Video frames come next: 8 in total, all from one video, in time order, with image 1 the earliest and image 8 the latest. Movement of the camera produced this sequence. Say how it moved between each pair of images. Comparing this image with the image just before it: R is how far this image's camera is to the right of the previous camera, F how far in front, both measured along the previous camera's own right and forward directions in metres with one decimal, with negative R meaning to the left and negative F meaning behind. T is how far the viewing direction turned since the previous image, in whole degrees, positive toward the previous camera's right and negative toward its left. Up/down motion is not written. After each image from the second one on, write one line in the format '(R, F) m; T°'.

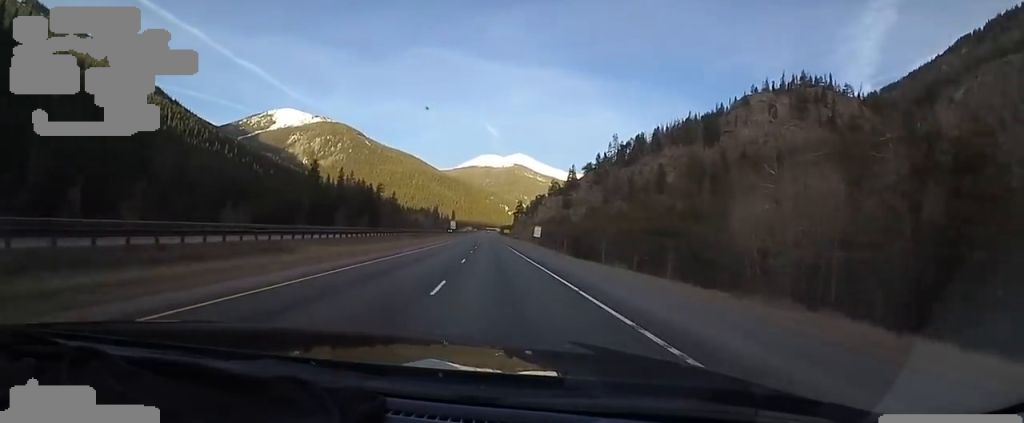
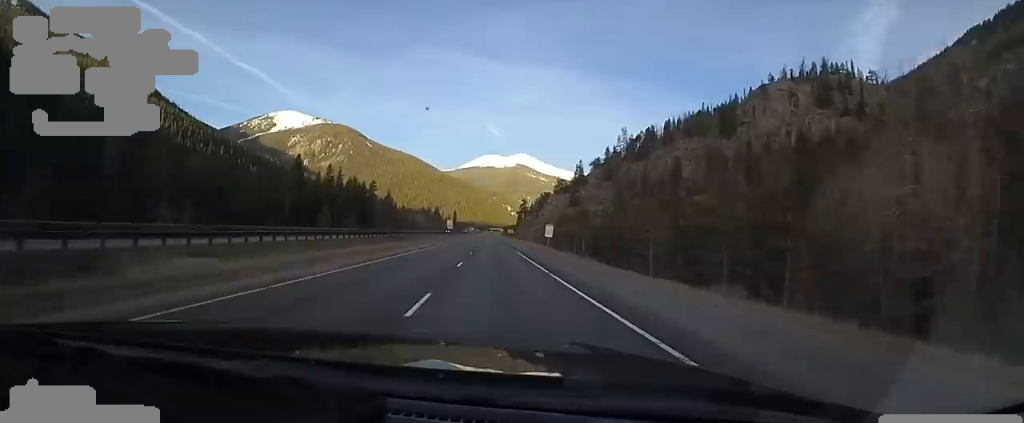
(-0.3, +14.7) m; -1°
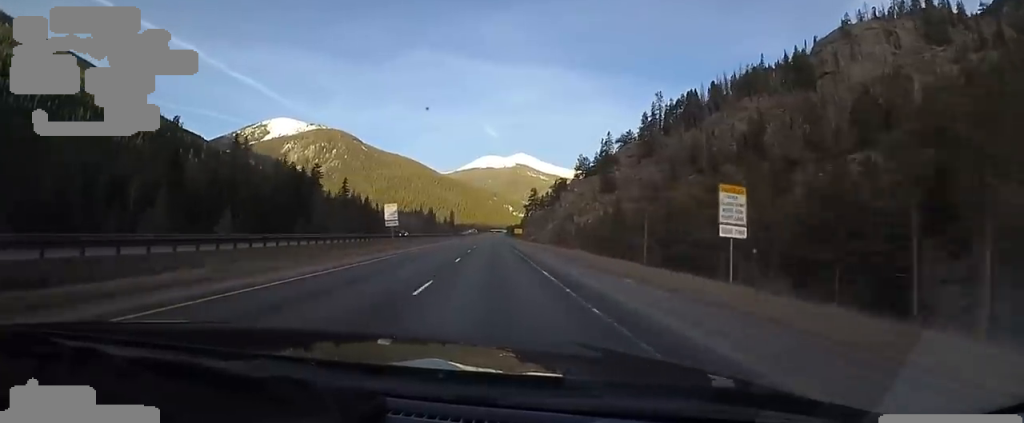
(0.0, +57.8) m; -1°
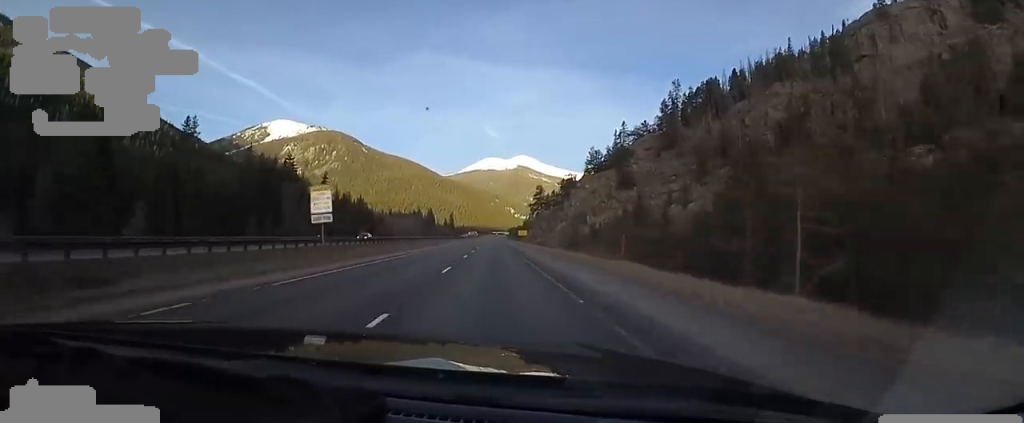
(0.0, +17.7) m; 0°
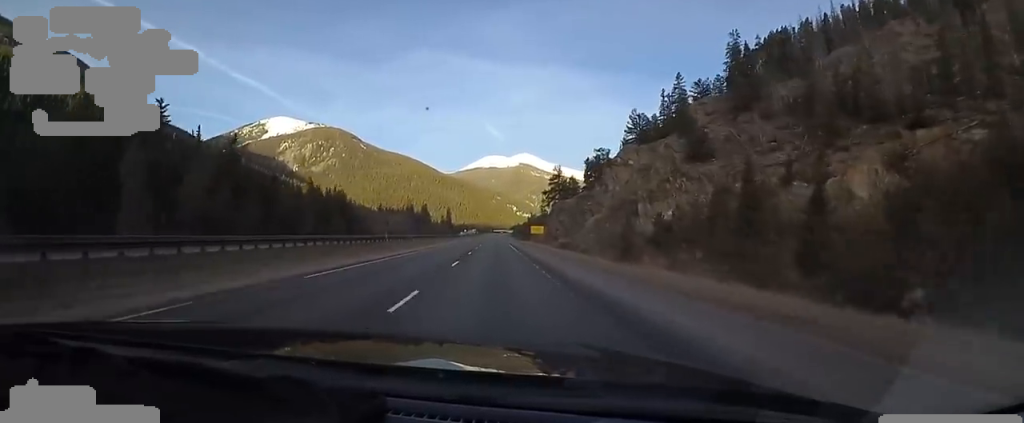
(0.0, +44.7) m; 0°
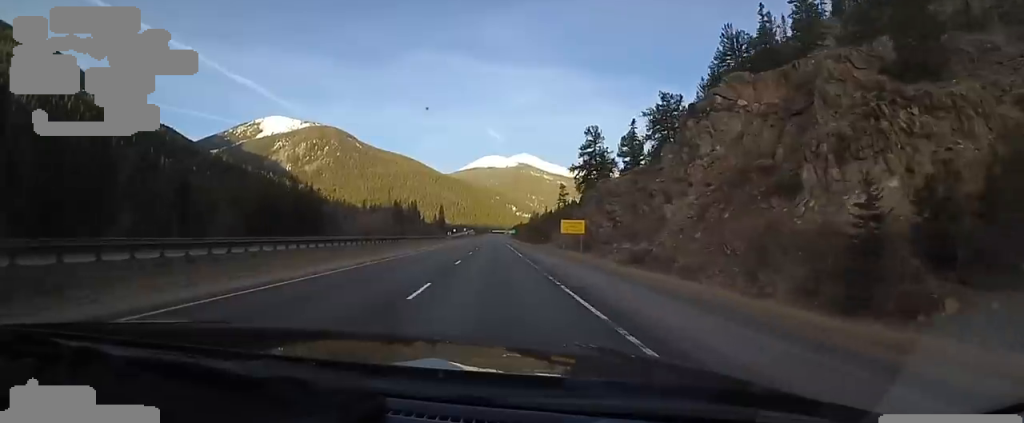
(0.0, +46.8) m; 0°
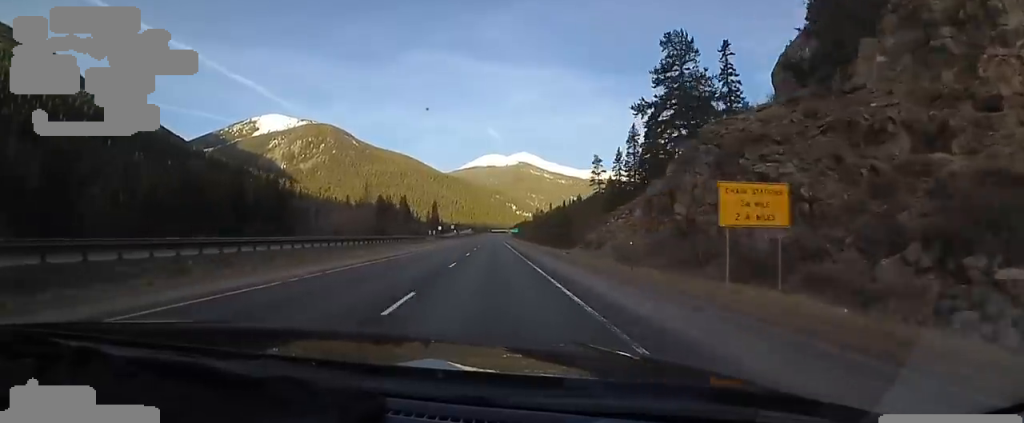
(0.0, +38.7) m; +1°
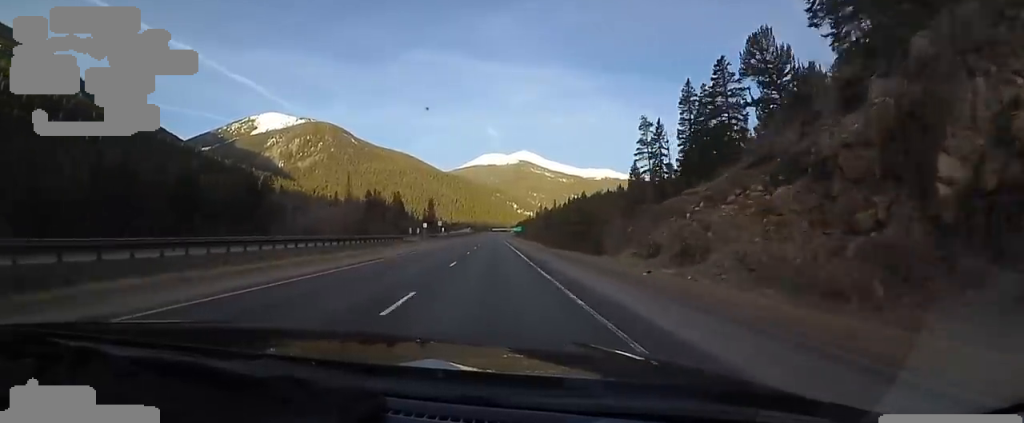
(+0.1, +24.3) m; 0°
